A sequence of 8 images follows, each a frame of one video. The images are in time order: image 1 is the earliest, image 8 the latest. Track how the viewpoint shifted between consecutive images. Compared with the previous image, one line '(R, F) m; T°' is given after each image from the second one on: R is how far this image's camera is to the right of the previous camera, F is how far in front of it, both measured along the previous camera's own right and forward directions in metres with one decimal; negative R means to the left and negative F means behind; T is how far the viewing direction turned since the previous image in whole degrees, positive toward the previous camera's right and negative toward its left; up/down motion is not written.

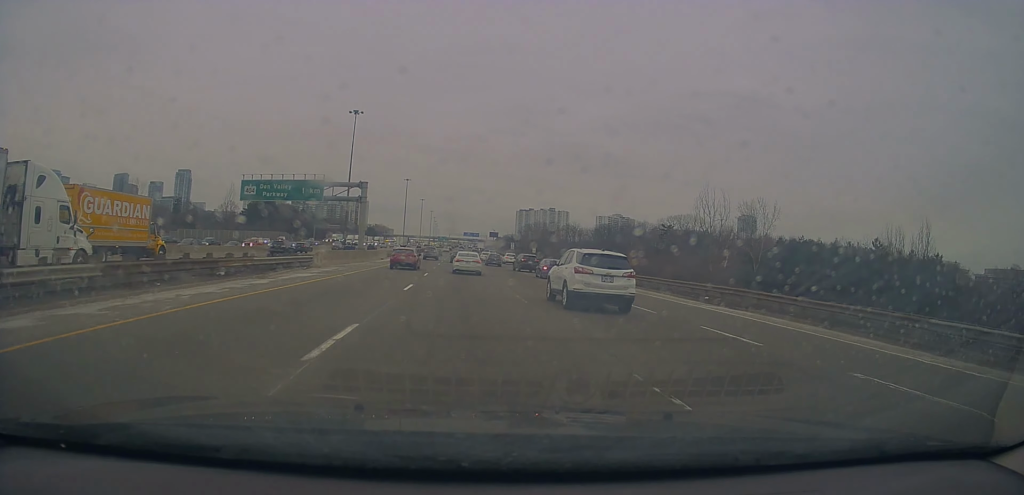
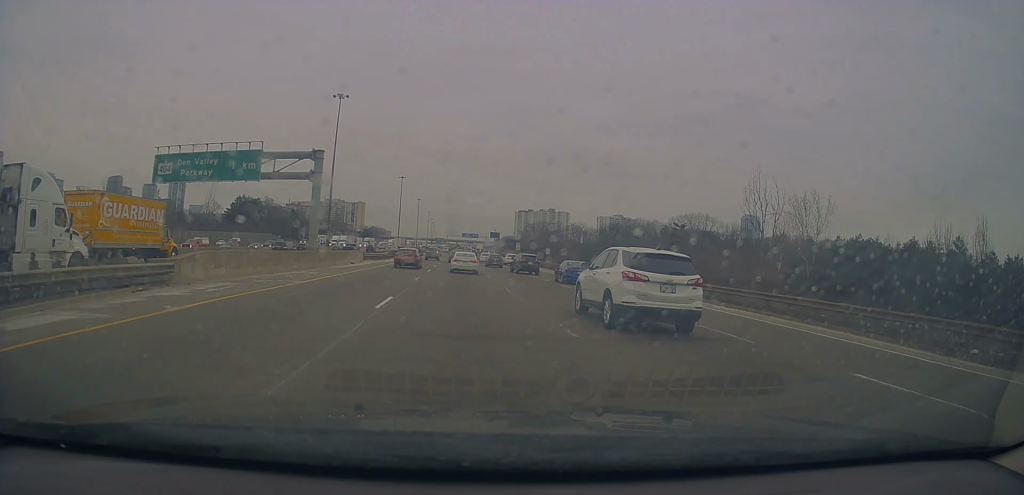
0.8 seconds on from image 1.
(0.0, +16.8) m; +1°
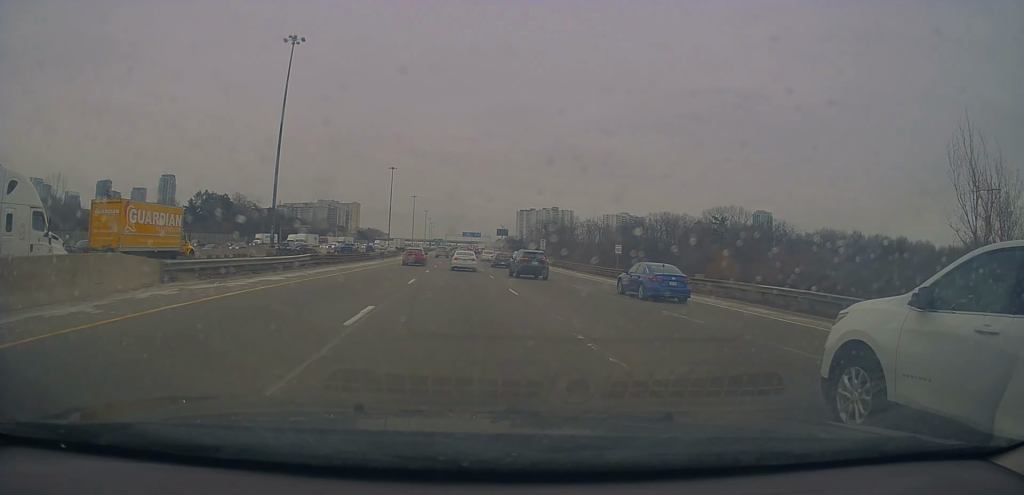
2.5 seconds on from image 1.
(+0.6, +38.8) m; 0°
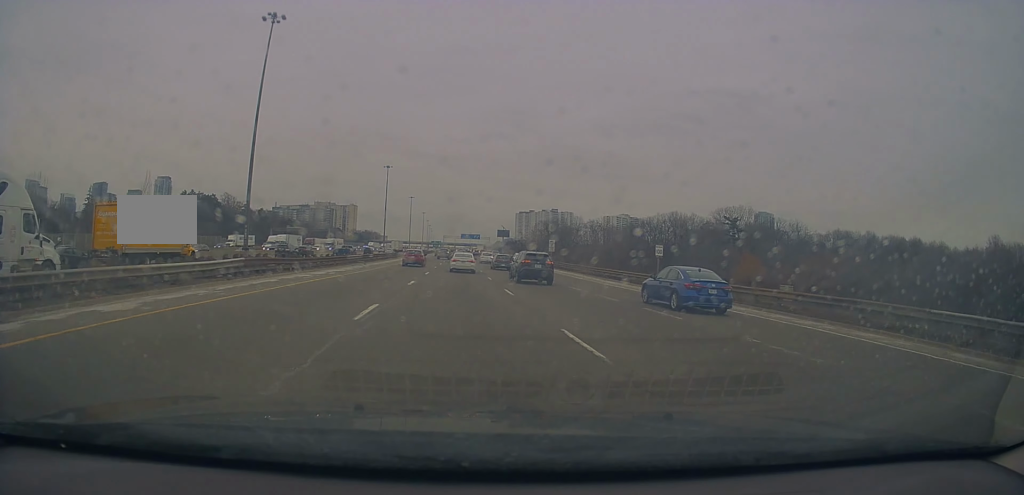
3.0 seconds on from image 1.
(-0.3, +10.7) m; +1°
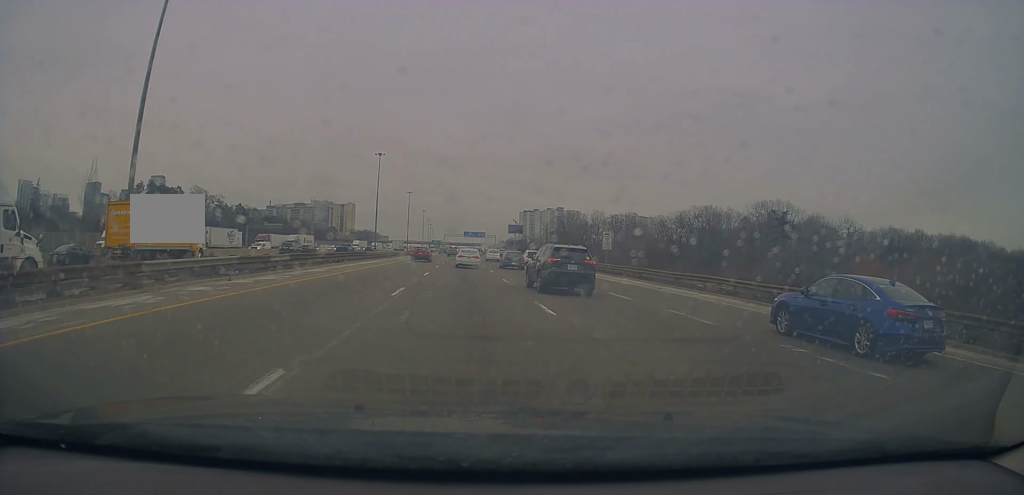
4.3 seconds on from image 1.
(+0.8, +31.1) m; +1°
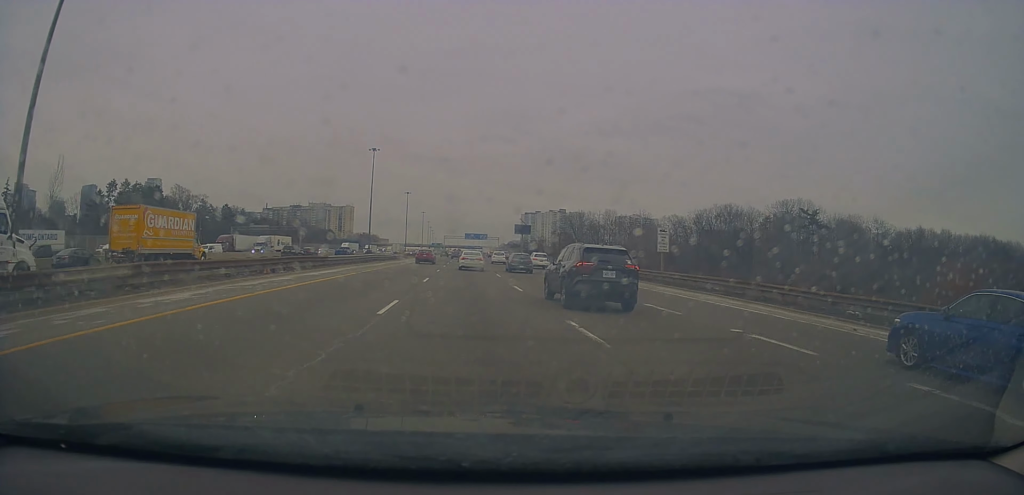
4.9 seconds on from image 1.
(-0.4, +15.4) m; -1°
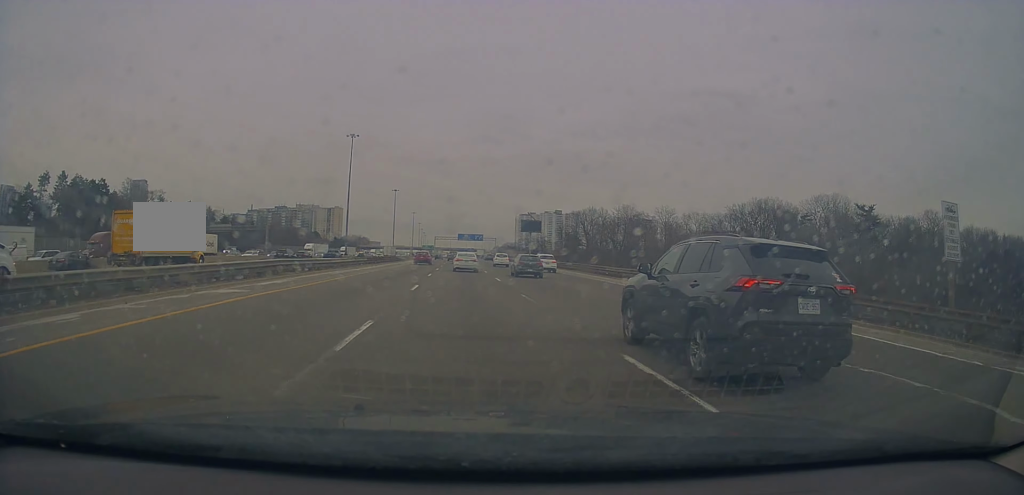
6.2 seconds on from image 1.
(-0.2, +29.4) m; -1°
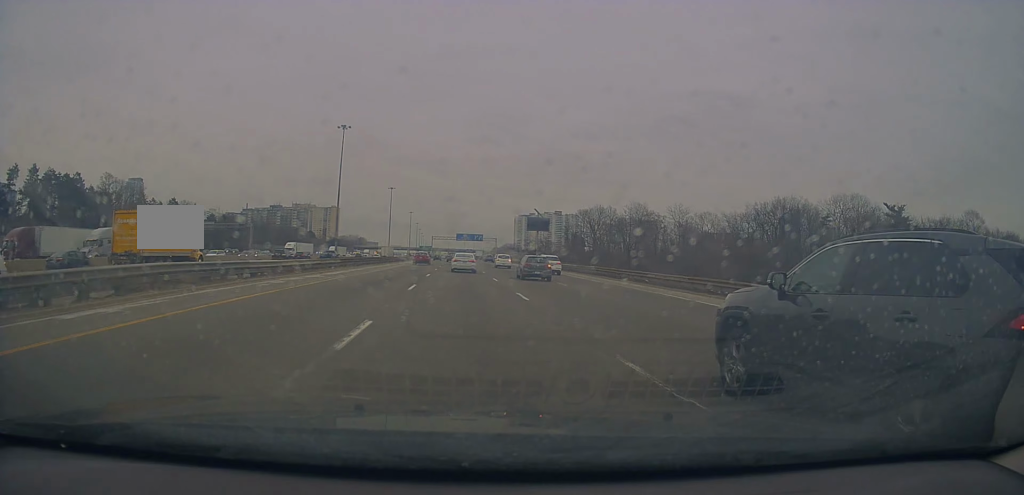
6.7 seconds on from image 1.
(0.0, +12.3) m; 0°
